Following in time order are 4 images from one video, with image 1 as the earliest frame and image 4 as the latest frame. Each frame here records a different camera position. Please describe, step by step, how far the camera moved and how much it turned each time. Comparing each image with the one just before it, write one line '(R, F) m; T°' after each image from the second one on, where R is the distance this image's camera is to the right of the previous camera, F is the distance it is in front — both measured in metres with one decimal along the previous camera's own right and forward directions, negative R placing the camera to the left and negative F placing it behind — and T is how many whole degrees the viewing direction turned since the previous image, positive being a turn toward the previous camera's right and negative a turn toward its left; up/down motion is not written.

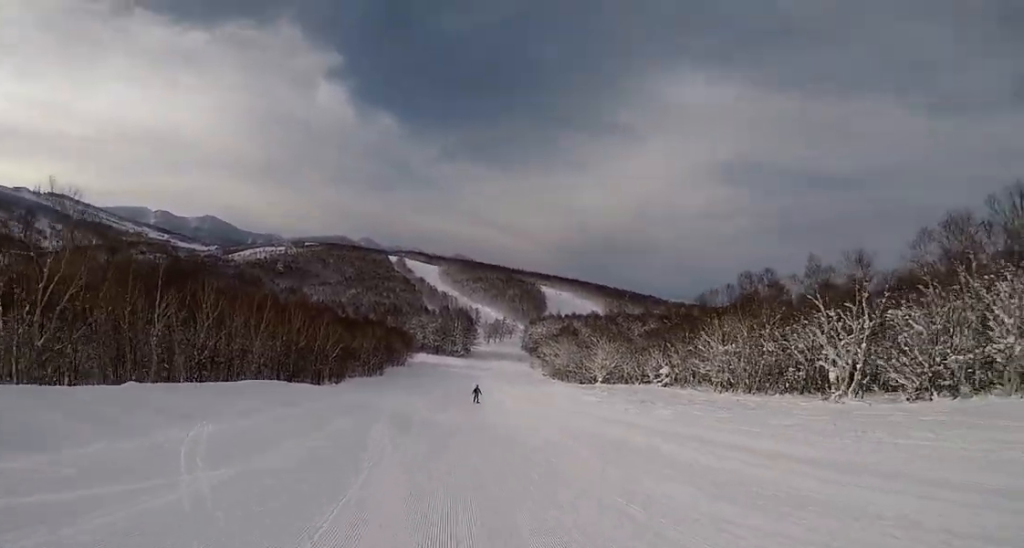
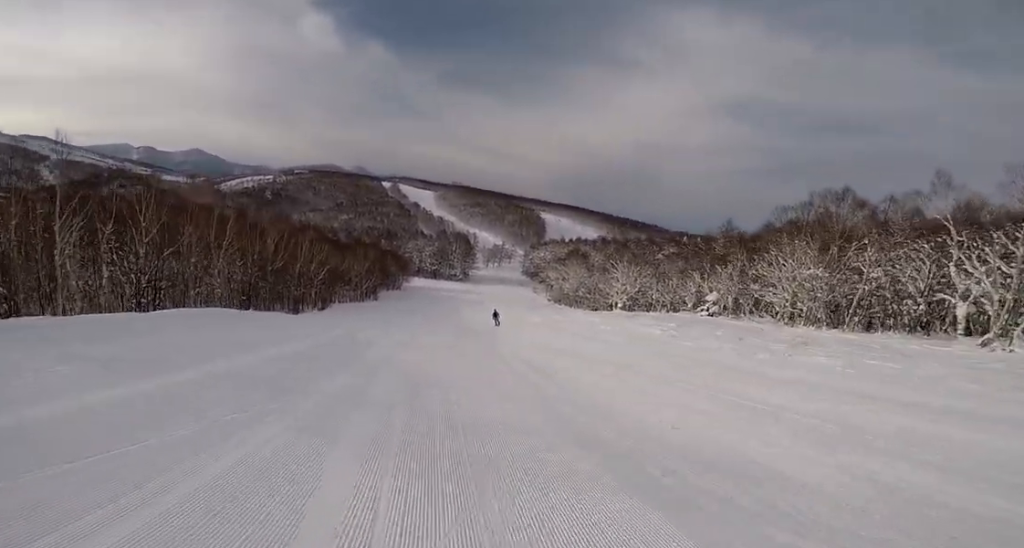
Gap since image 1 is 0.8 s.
(0.0, +8.8) m; +2°
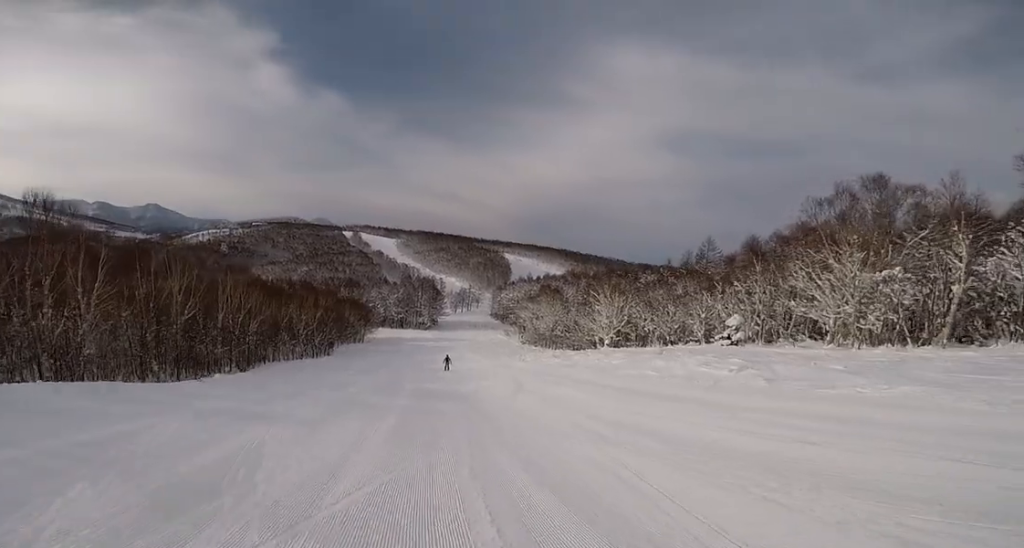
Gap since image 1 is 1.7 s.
(+0.2, +10.4) m; +2°
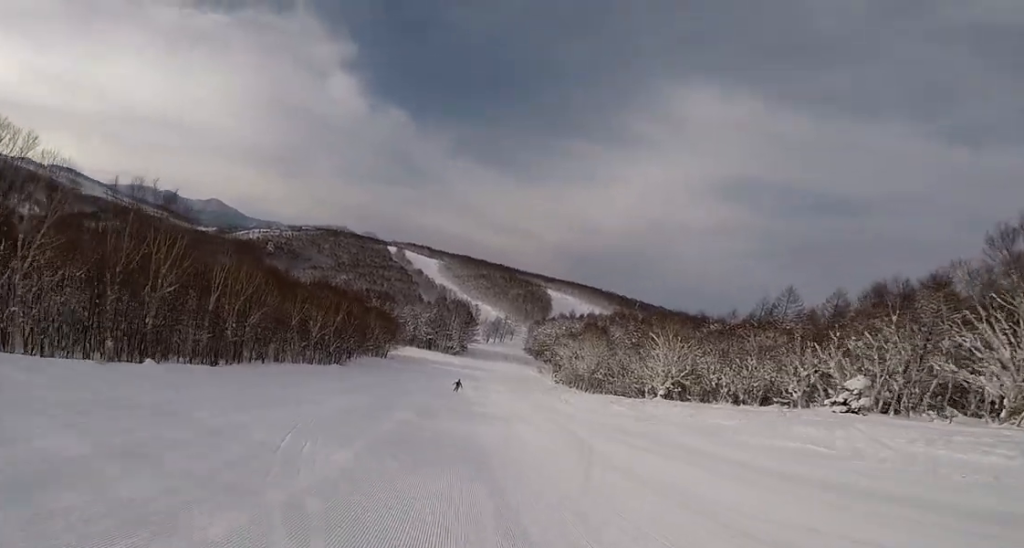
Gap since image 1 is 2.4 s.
(+0.7, +8.5) m; -2°
